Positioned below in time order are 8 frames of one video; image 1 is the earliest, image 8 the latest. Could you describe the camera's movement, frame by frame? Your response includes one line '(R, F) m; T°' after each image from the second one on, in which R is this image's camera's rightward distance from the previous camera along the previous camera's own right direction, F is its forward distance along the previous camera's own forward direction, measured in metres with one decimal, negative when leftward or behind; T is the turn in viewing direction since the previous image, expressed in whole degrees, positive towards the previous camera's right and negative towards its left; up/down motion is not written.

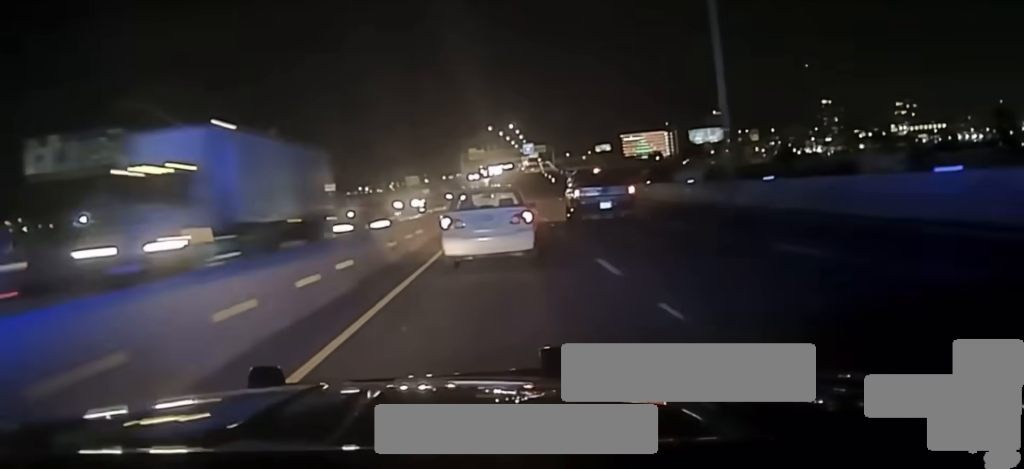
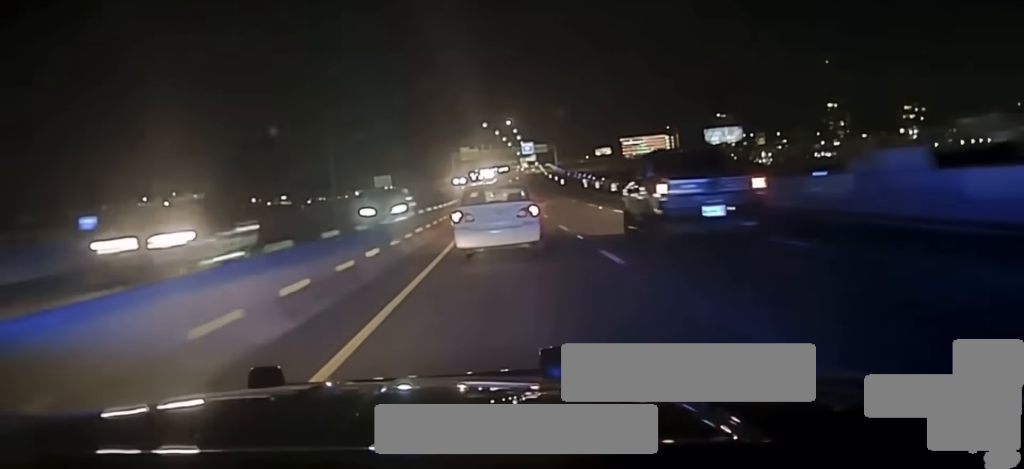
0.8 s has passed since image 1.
(+0.3, +34.2) m; 0°
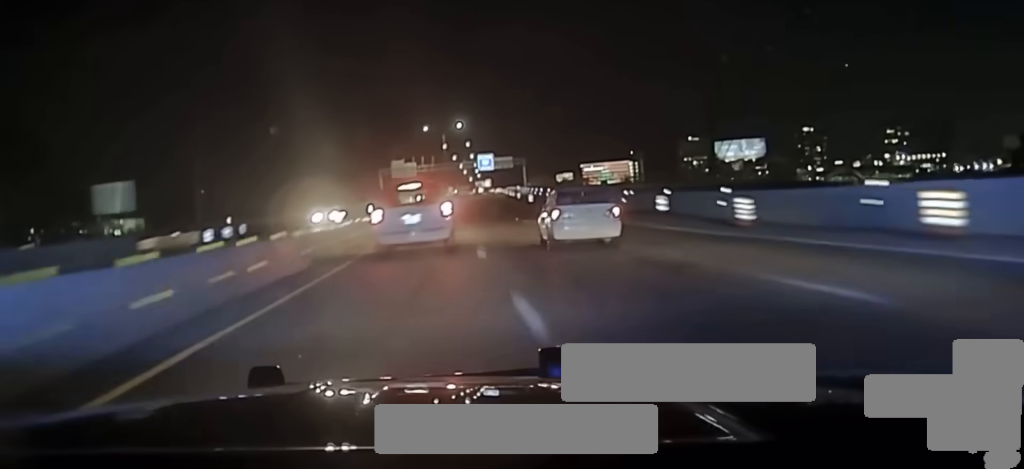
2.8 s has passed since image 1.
(+0.8, +80.9) m; +2°
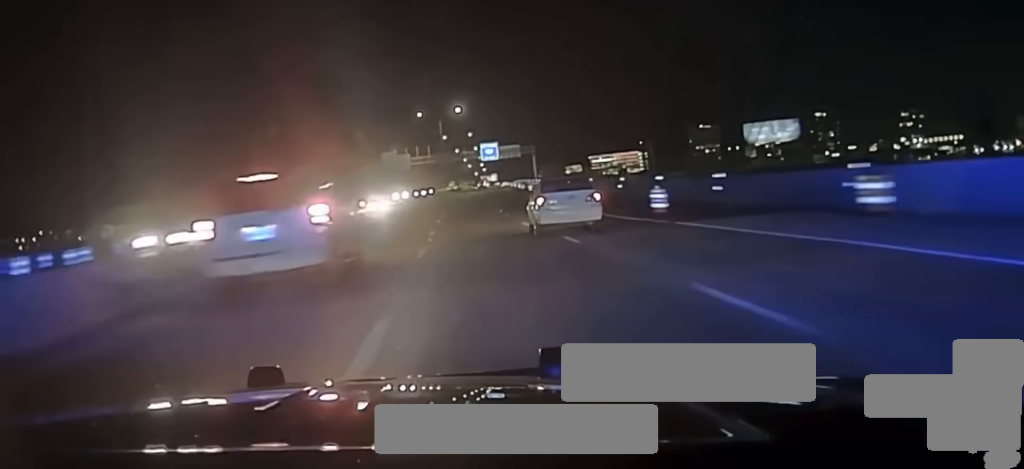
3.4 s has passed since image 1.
(+0.2, +26.5) m; 0°
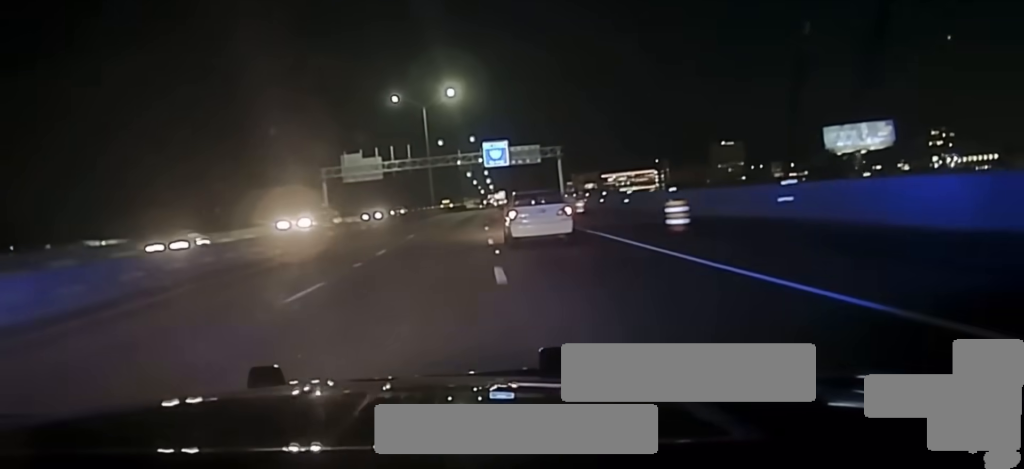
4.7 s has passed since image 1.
(+0.3, +52.6) m; +1°
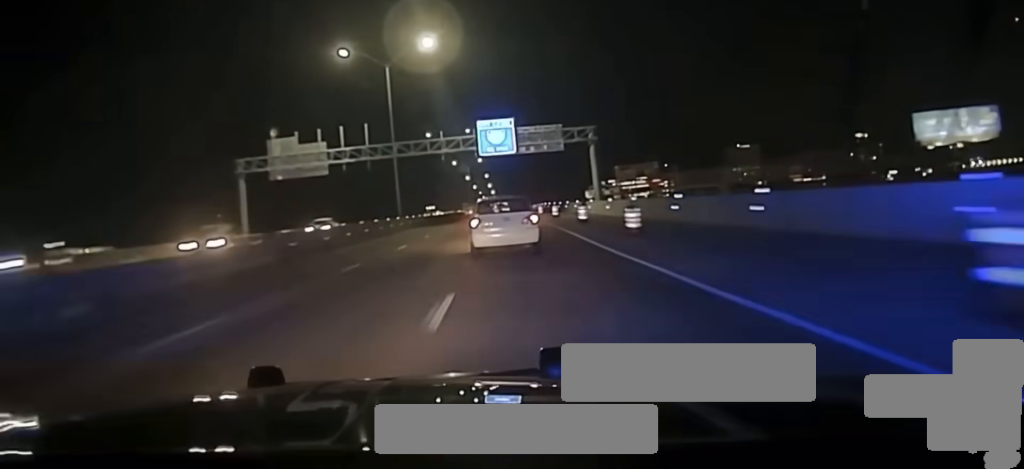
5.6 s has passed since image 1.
(+0.2, +39.6) m; 0°
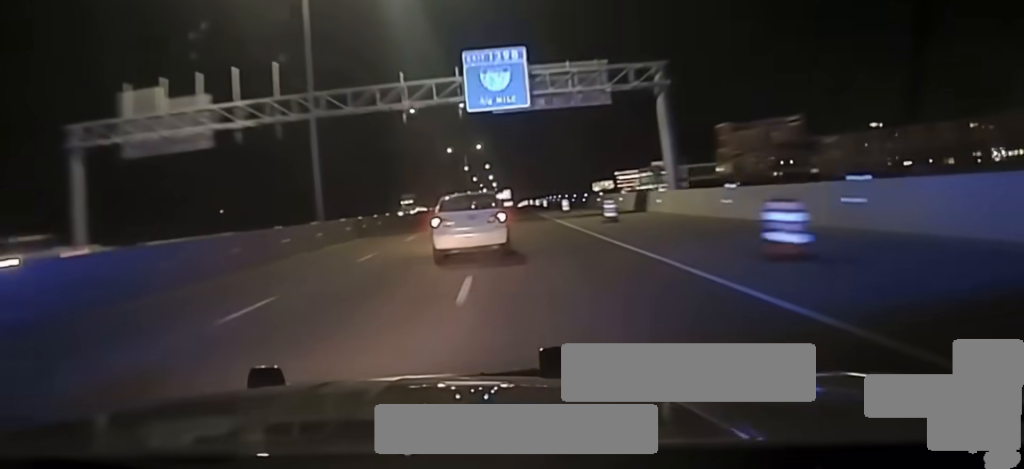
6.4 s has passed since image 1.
(-0.1, +34.3) m; 0°
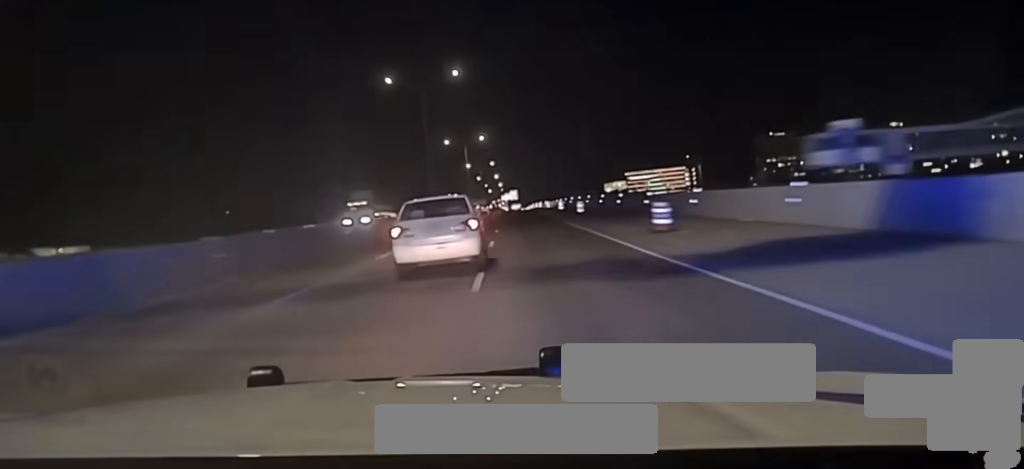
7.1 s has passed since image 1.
(-0.2, +35.0) m; -1°
